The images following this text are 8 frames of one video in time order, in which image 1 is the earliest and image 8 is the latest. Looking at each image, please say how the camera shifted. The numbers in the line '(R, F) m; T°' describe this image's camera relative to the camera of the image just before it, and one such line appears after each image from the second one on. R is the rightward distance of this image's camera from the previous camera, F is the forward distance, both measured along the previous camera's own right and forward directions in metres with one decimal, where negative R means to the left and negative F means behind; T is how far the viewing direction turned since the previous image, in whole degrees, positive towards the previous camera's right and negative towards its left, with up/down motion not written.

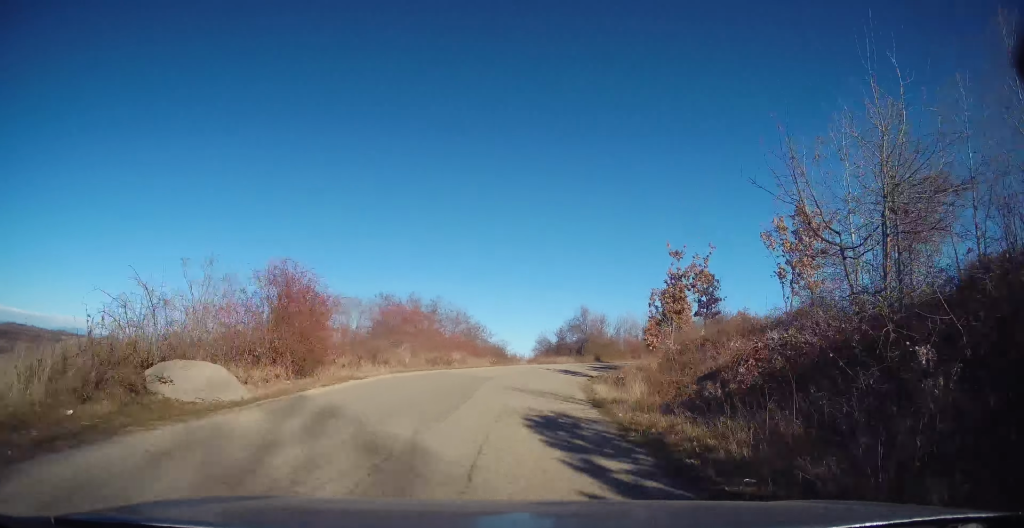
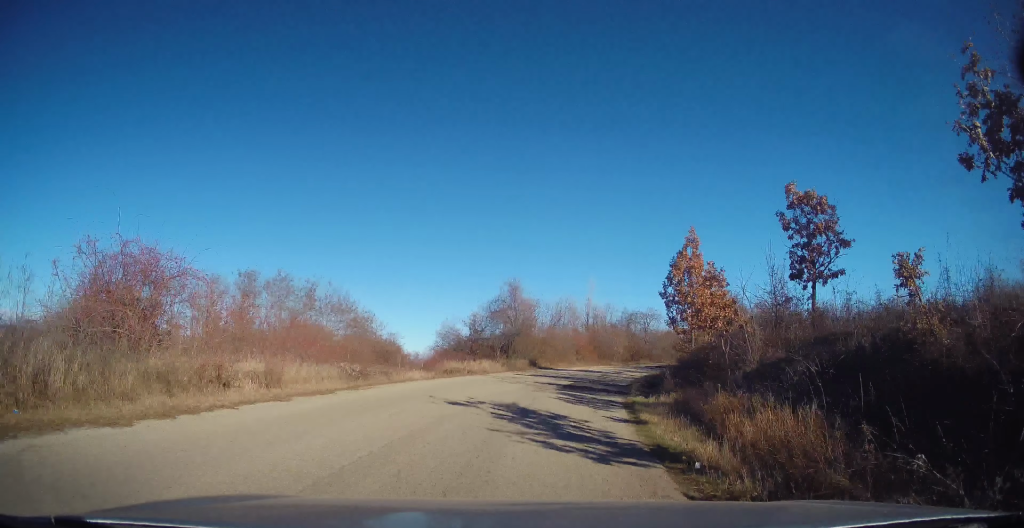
(+0.9, +18.1) m; +9°
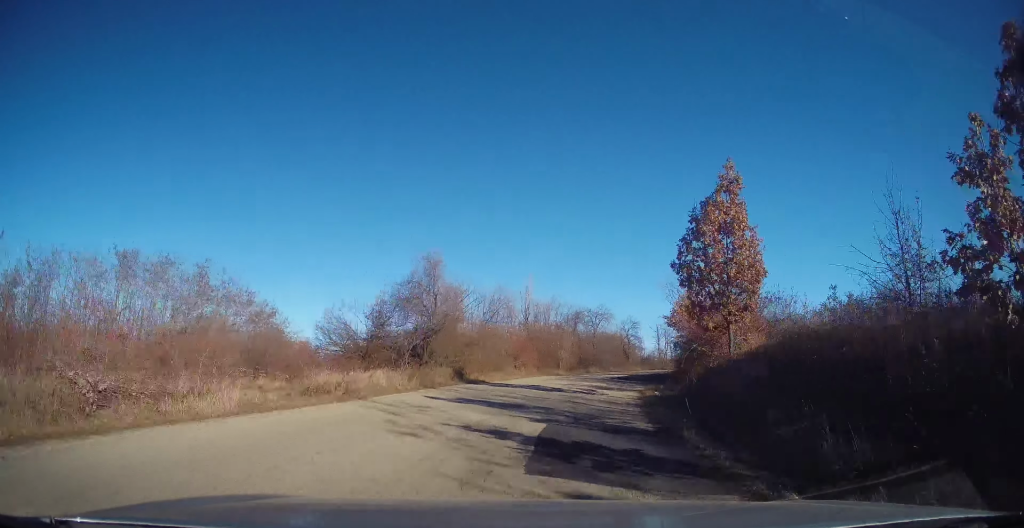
(+0.3, +10.1) m; +7°
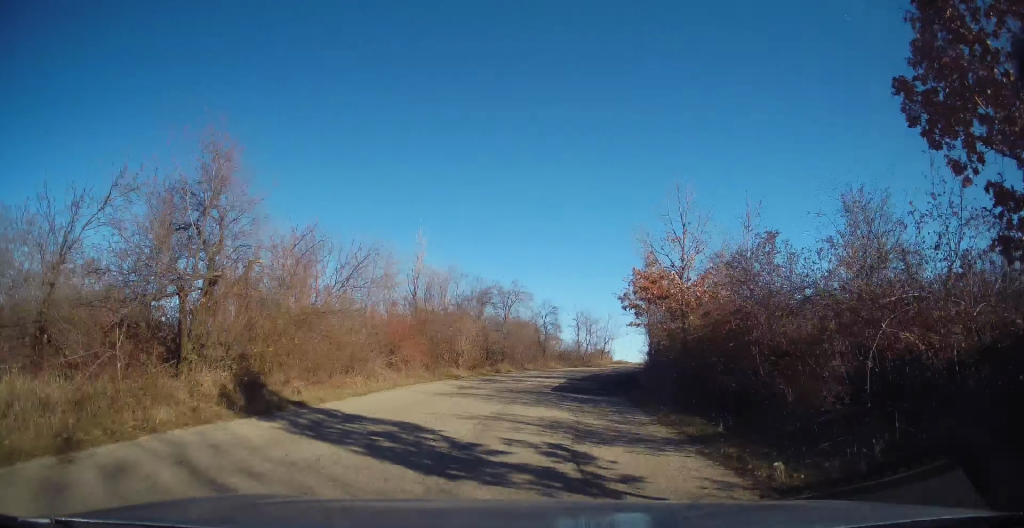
(+1.0, +12.0) m; +10°
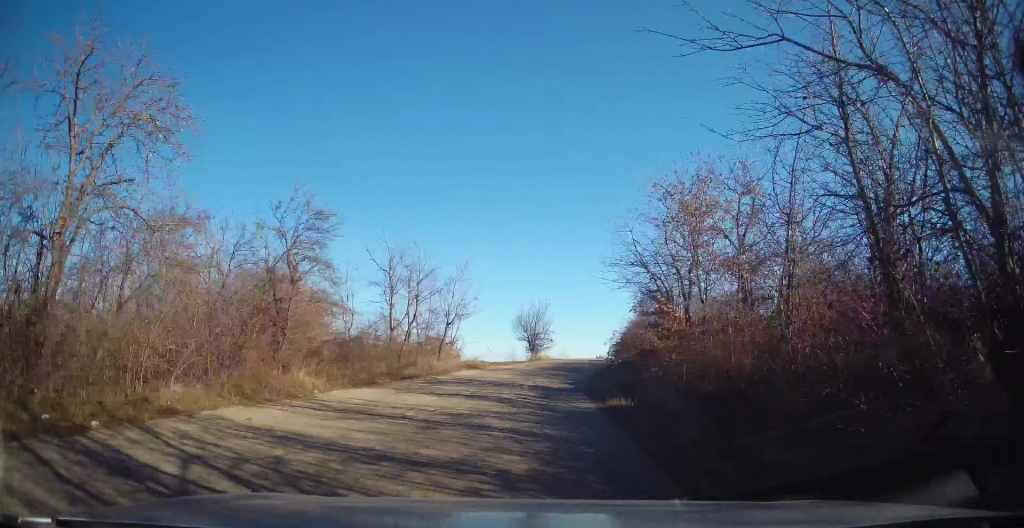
(+6.1, +27.6) m; +20°
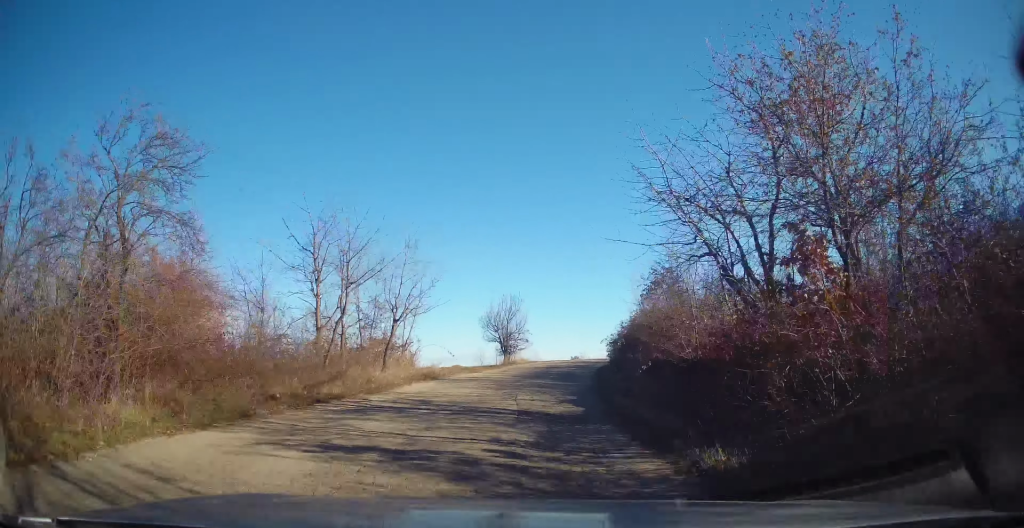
(+0.2, +6.5) m; +3°
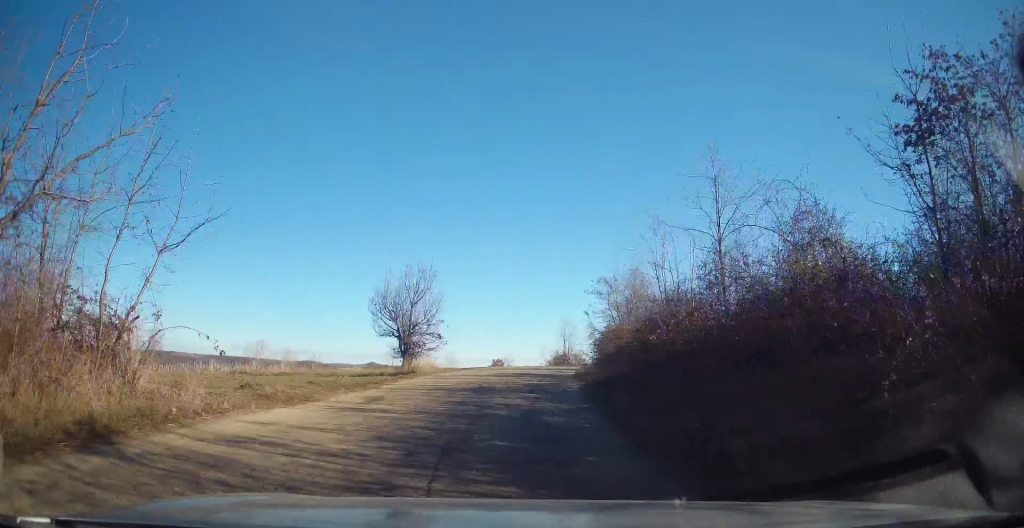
(+0.4, +14.6) m; +7°
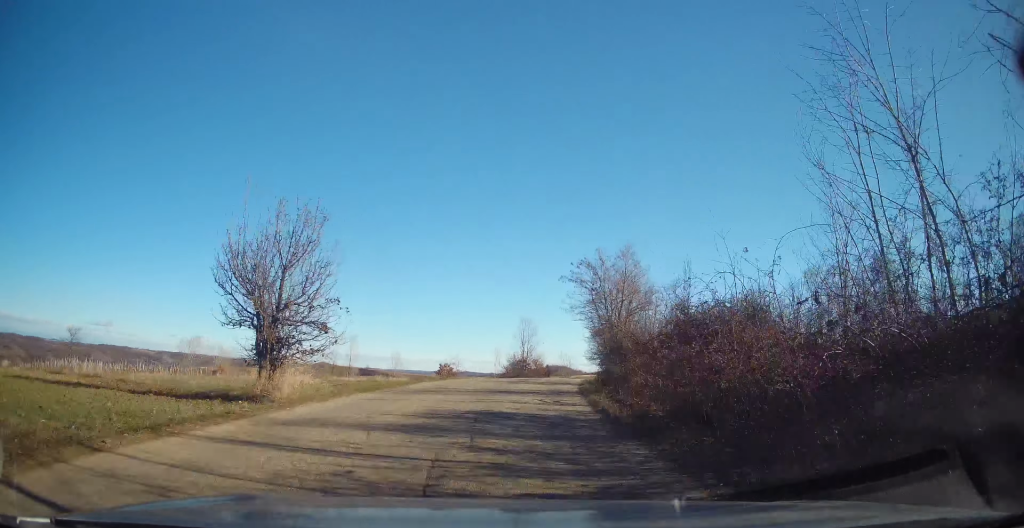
(+1.2, +12.4) m; +6°
